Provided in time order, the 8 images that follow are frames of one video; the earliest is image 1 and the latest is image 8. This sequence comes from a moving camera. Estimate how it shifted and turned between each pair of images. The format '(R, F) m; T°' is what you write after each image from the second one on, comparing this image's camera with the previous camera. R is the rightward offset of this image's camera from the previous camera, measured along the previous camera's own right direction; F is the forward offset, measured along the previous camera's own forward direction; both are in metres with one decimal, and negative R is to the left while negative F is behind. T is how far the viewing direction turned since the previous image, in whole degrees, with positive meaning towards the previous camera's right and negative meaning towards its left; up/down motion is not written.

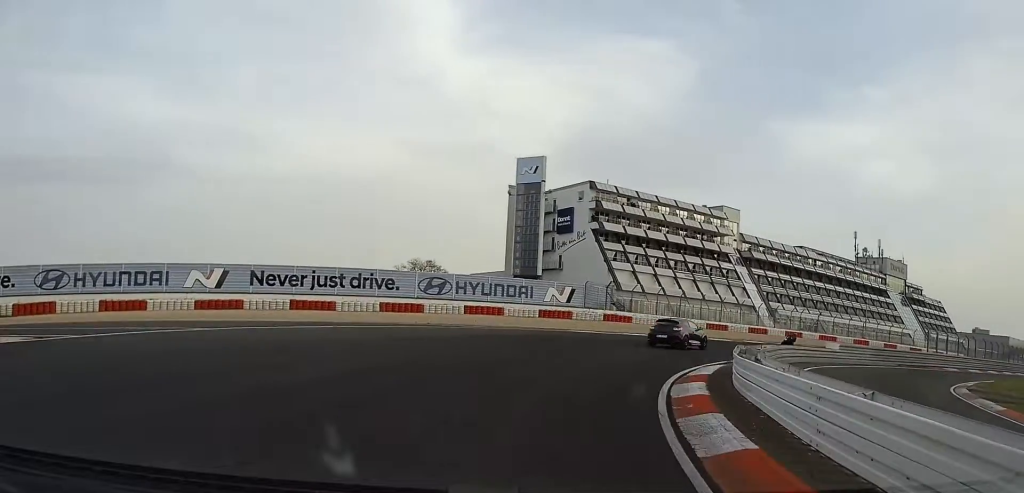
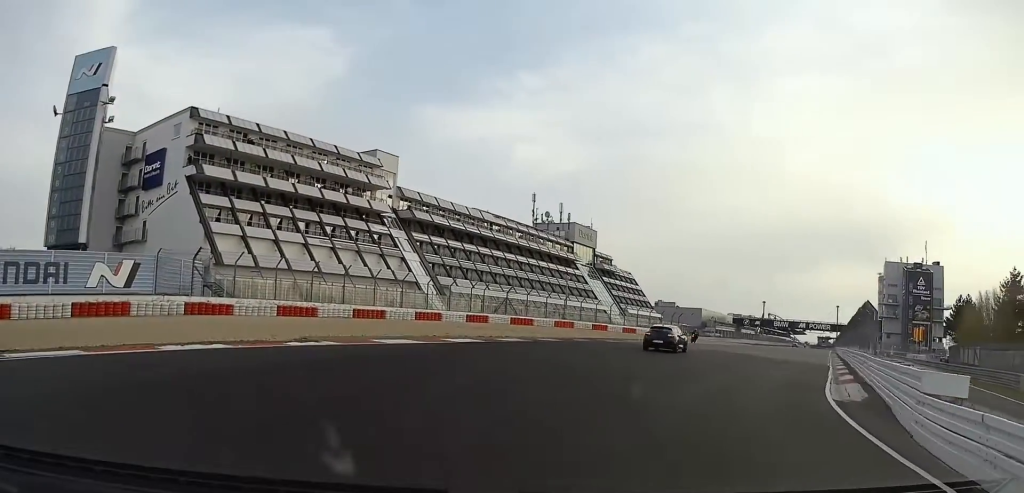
(+10.0, +28.3) m; +33°
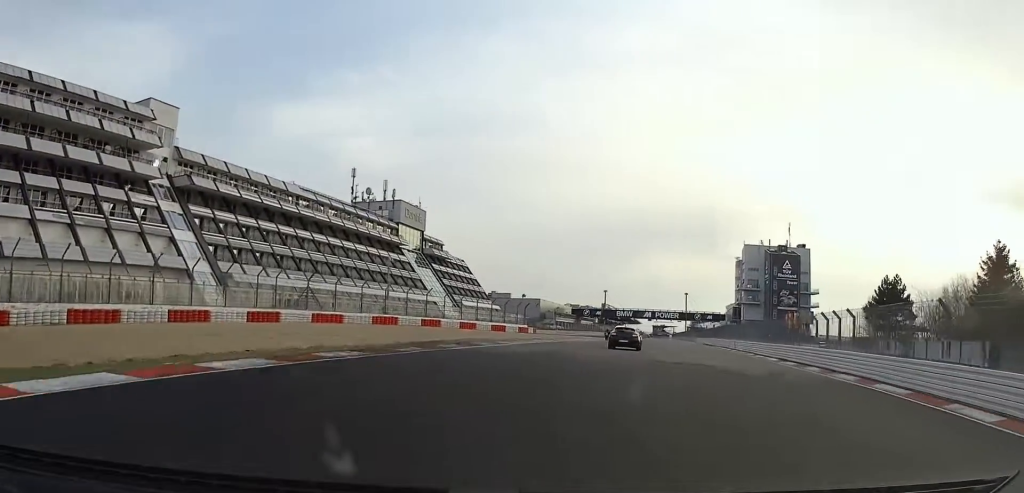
(+2.8, +20.4) m; +15°
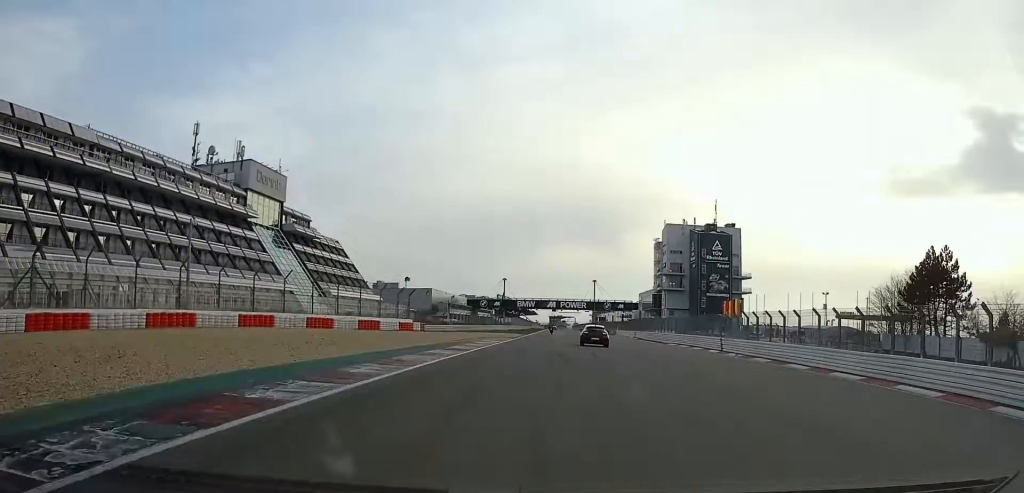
(+3.5, +28.6) m; +10°
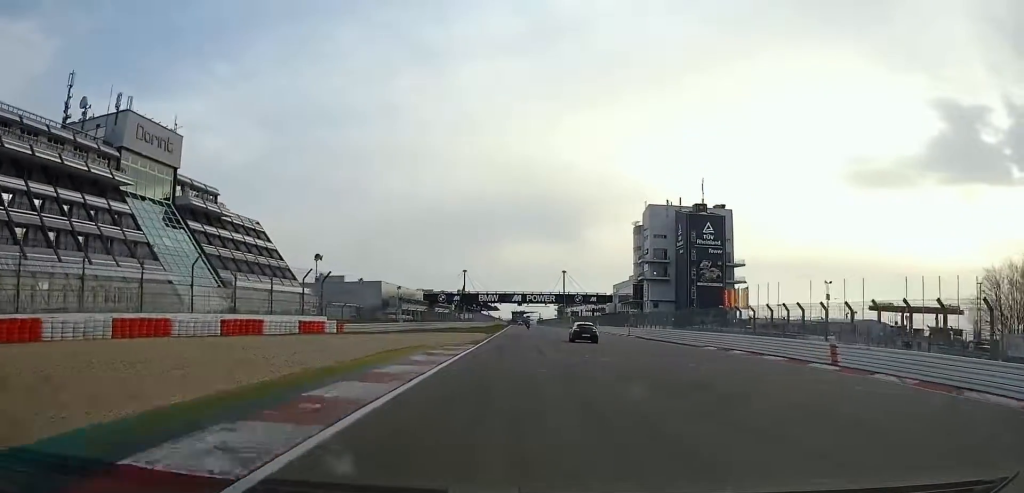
(+1.2, +25.1) m; +3°
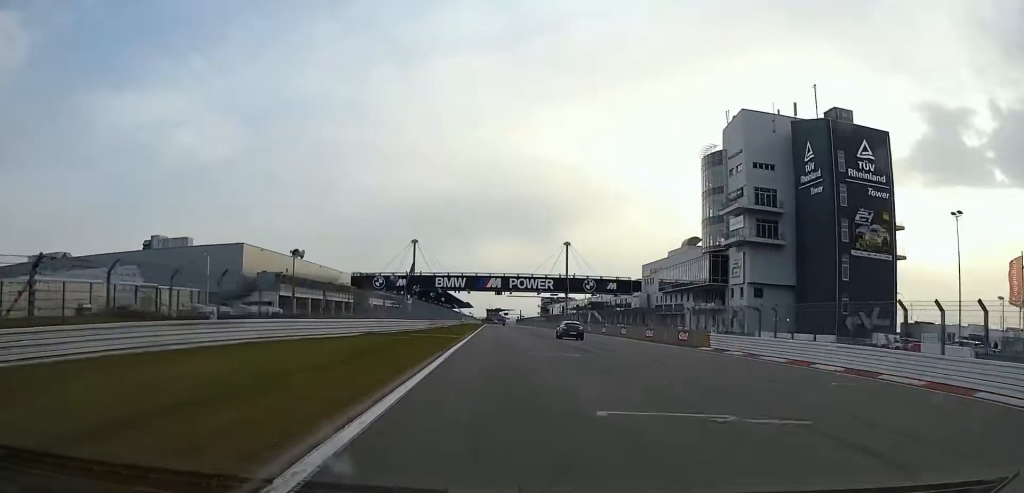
(+2.4, +83.1) m; +1°
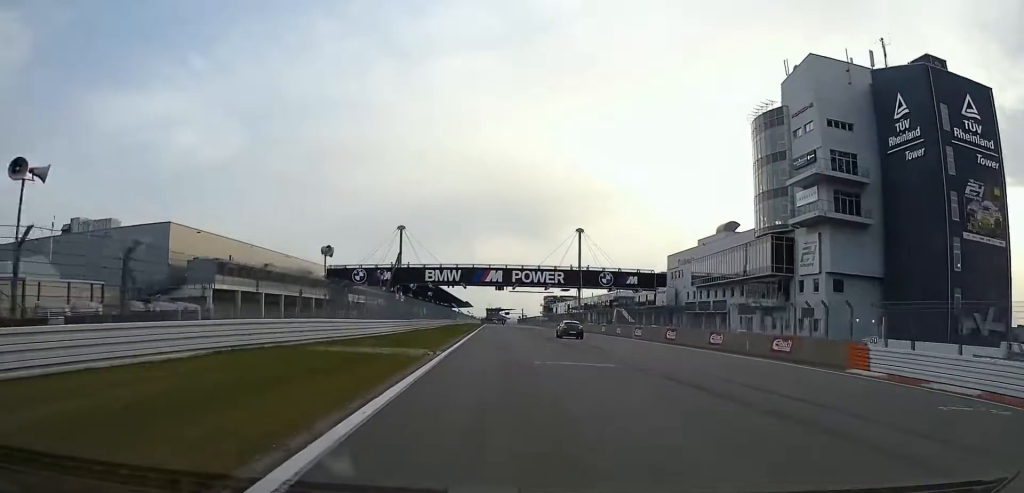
(-0.3, +22.5) m; -1°
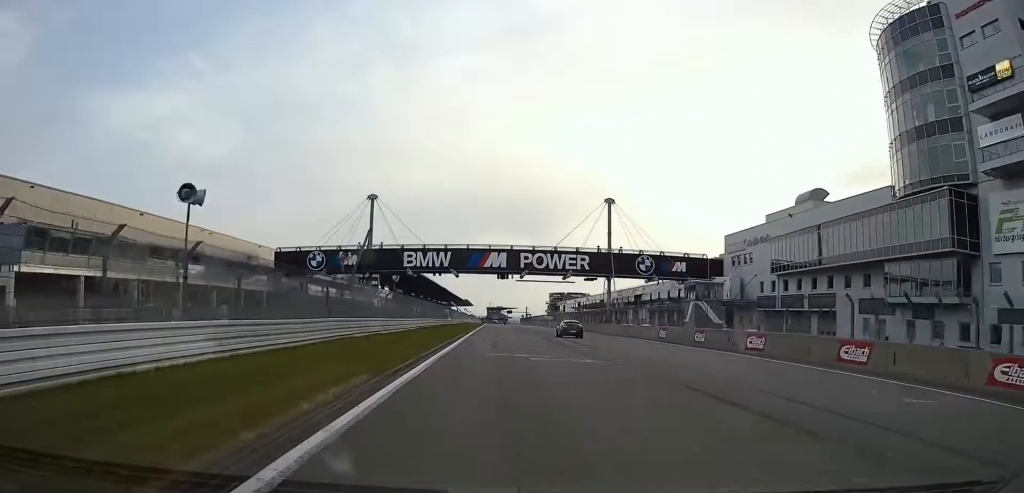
(-0.2, +32.3) m; 0°
